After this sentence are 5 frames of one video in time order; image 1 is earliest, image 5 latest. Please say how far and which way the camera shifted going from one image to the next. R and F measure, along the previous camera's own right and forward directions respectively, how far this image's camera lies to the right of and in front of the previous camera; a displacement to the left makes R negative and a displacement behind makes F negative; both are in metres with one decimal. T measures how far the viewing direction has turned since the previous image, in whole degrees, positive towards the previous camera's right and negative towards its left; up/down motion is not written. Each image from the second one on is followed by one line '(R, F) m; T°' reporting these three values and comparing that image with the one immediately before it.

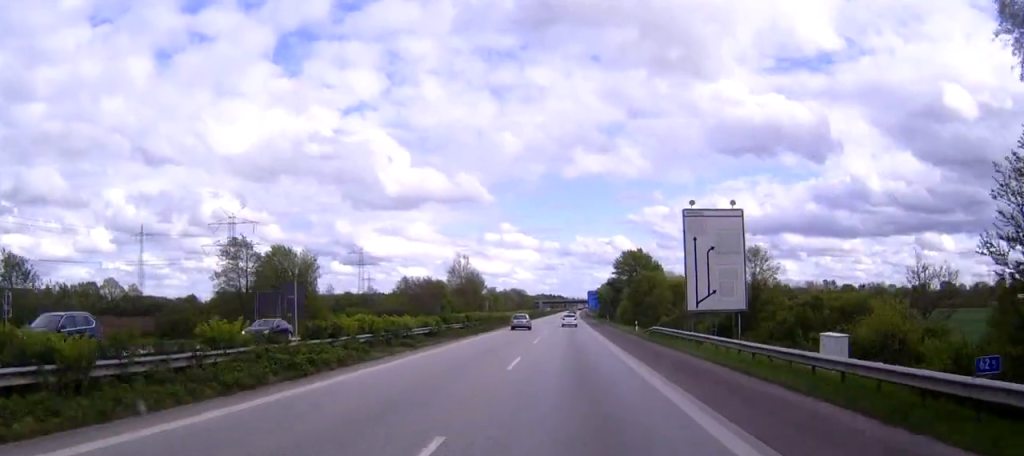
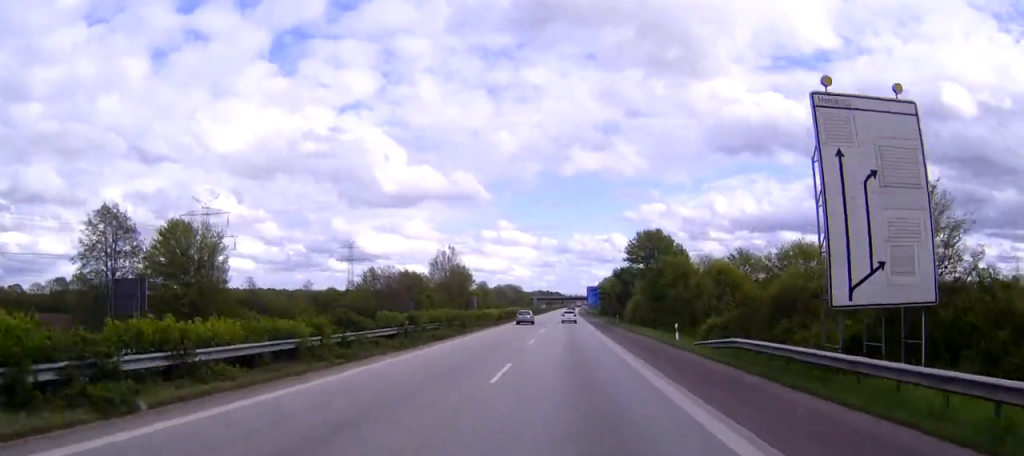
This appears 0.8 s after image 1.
(0.0, +22.9) m; 0°
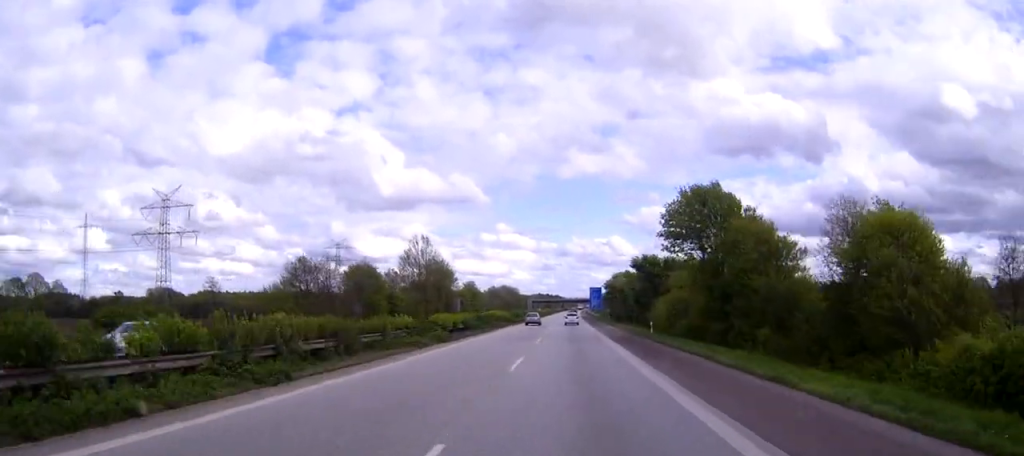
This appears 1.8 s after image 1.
(+0.1, +31.8) m; 0°
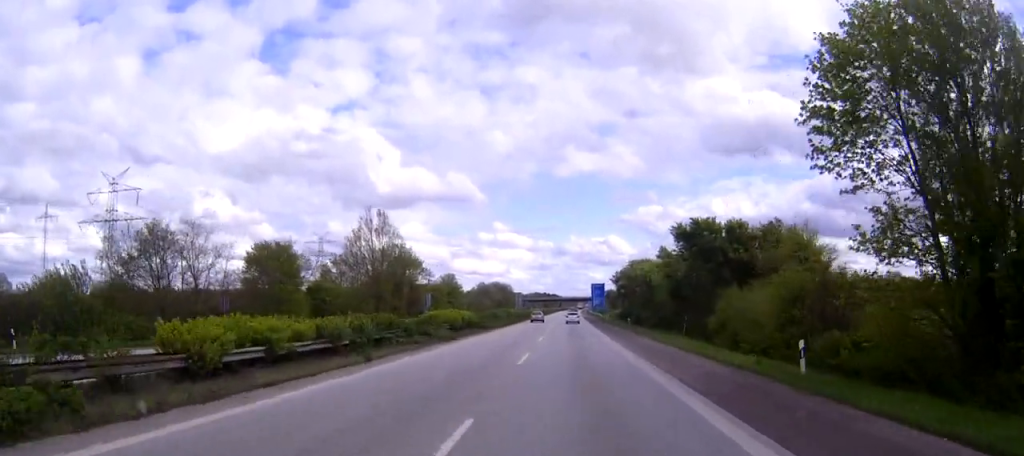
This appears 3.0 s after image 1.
(0.0, +33.8) m; 0°
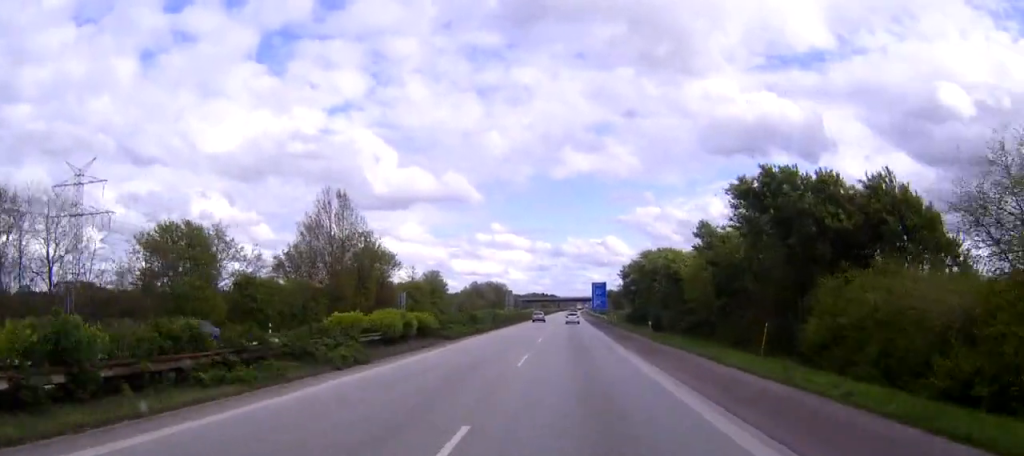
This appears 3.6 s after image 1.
(0.0, +18.9) m; 0°
